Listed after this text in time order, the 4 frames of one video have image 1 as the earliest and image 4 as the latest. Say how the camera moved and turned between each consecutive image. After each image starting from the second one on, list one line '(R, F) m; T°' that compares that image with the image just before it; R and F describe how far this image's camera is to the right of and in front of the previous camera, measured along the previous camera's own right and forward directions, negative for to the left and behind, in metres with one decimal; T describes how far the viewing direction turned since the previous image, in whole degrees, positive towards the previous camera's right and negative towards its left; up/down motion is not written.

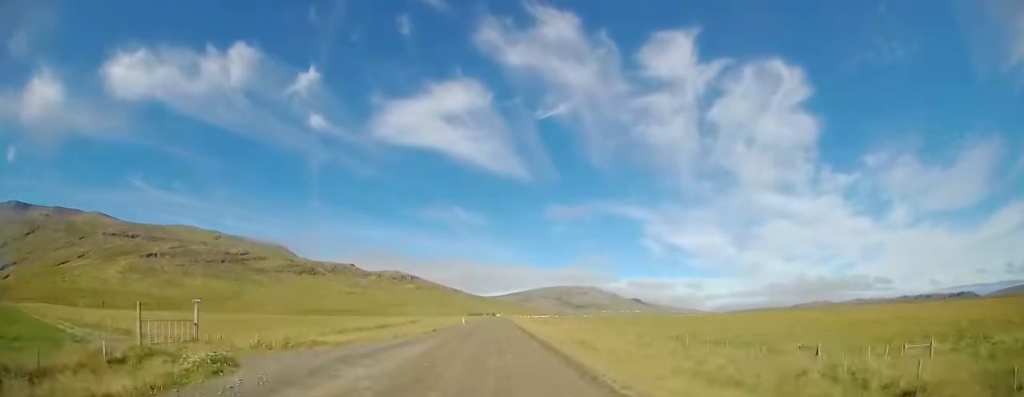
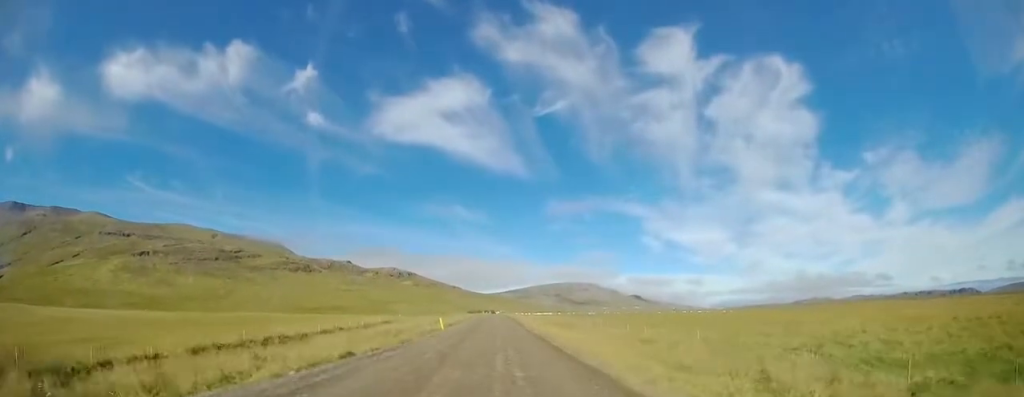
(-0.2, +18.6) m; 0°
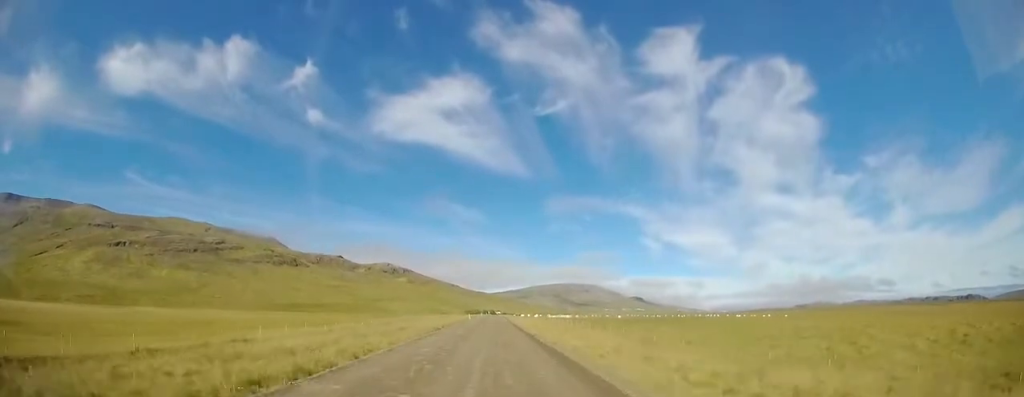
(+0.7, +68.5) m; 0°
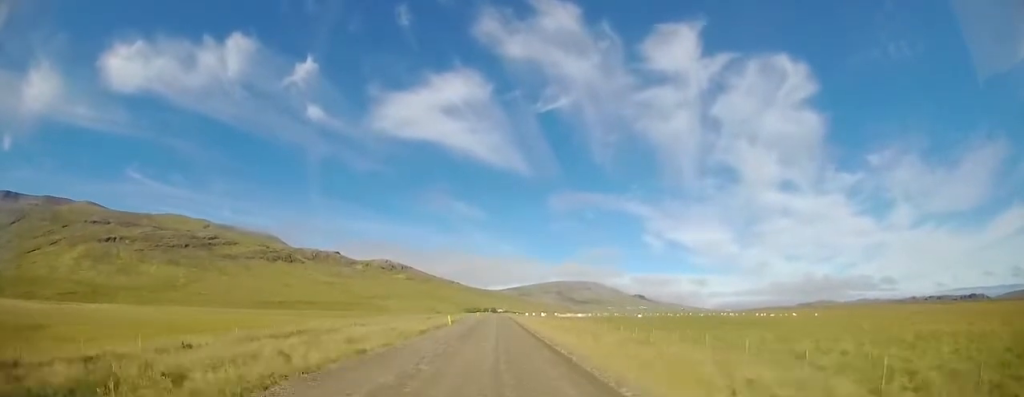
(-0.1, +27.6) m; 0°
